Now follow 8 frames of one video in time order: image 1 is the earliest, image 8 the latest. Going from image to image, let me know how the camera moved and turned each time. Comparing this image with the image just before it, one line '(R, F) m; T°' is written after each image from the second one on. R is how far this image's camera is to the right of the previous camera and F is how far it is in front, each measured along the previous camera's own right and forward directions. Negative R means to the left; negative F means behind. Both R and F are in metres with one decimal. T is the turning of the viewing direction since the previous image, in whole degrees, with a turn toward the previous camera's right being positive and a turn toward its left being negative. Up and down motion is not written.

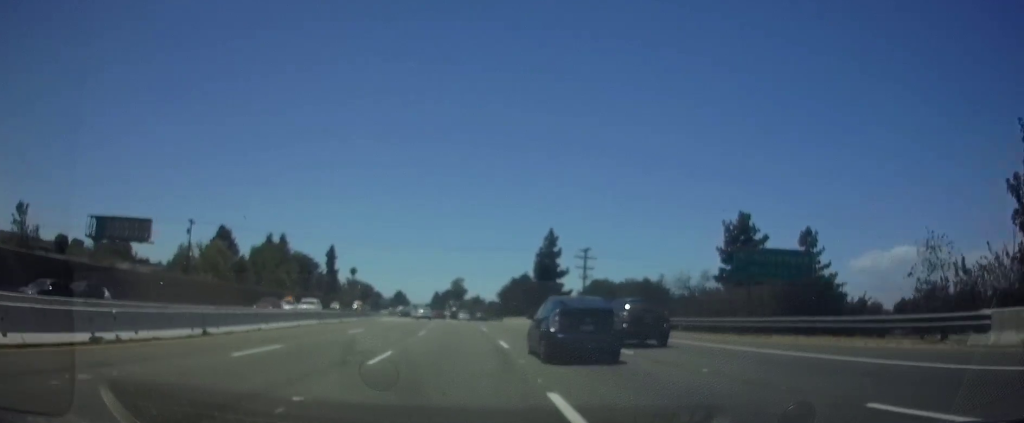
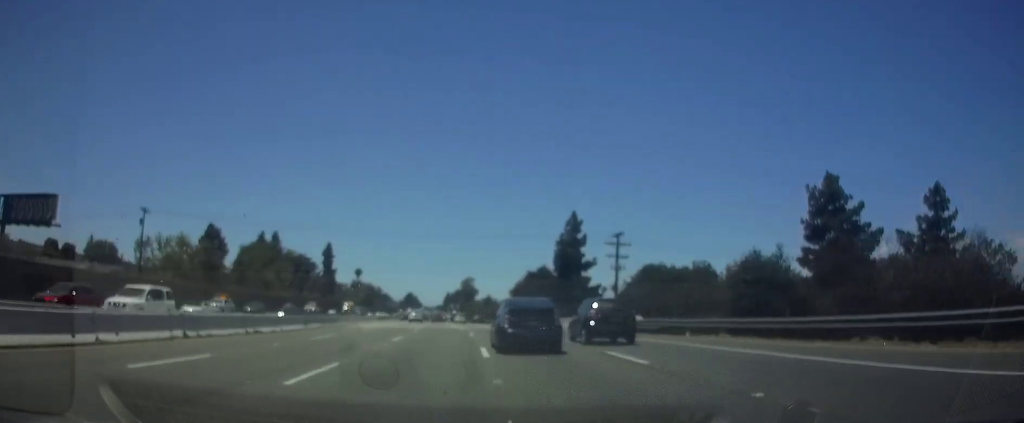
(-0.2, +18.4) m; -2°
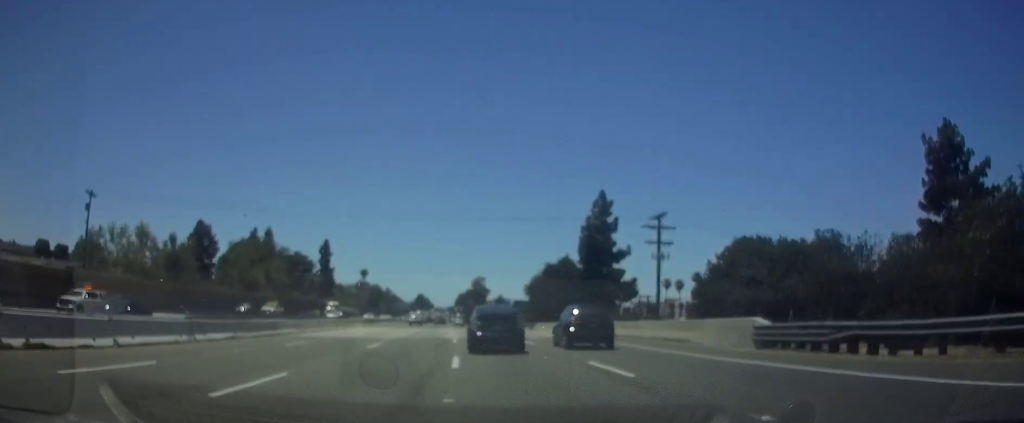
(-0.2, +16.3) m; -2°
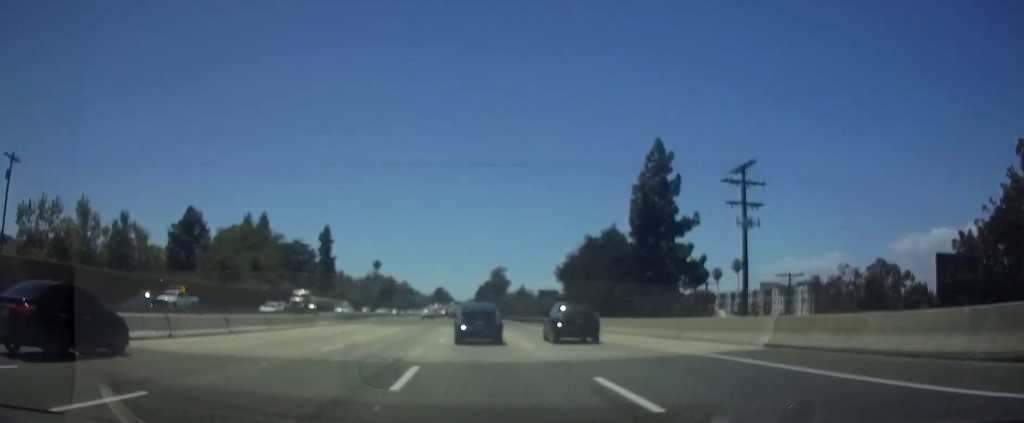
(-0.3, +19.3) m; -2°
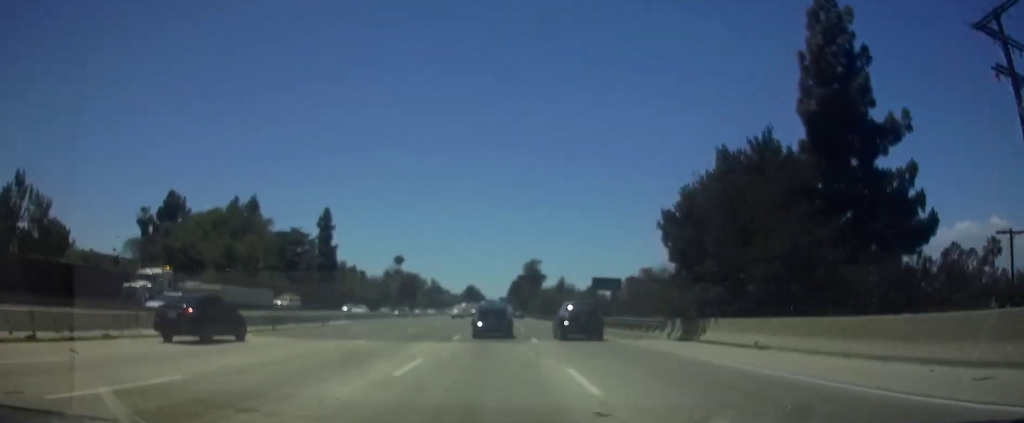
(-0.4, +27.7) m; -1°
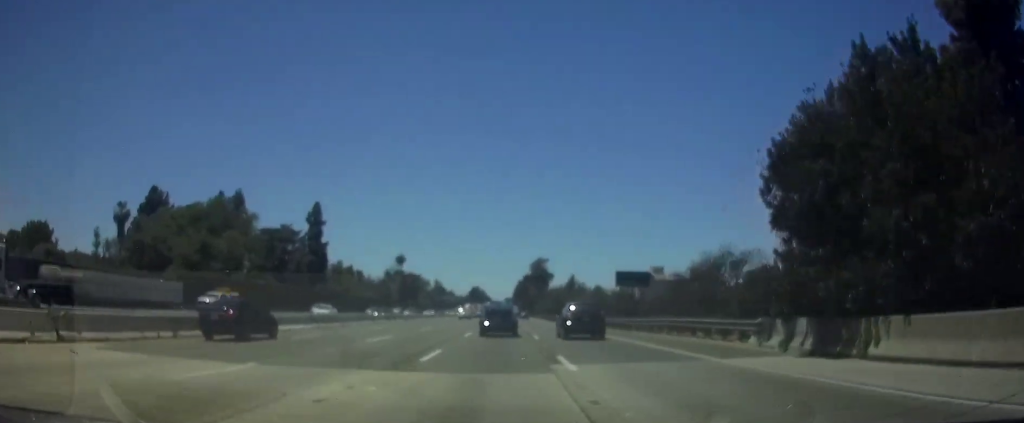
(0.0, +11.3) m; 0°
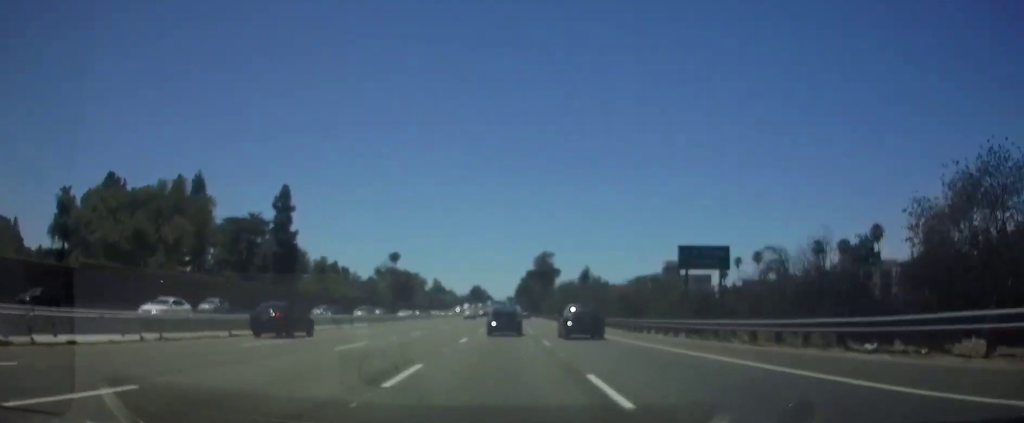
(-0.1, +19.8) m; 0°
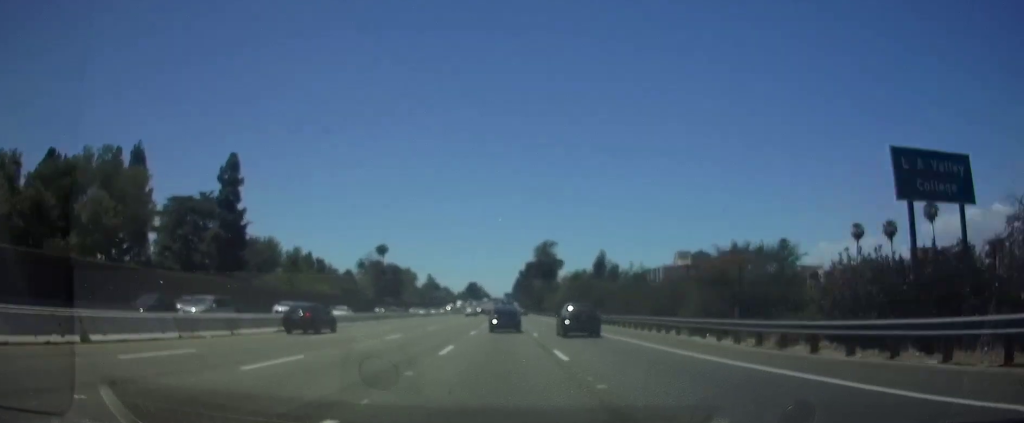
(0.0, +21.5) m; 0°
